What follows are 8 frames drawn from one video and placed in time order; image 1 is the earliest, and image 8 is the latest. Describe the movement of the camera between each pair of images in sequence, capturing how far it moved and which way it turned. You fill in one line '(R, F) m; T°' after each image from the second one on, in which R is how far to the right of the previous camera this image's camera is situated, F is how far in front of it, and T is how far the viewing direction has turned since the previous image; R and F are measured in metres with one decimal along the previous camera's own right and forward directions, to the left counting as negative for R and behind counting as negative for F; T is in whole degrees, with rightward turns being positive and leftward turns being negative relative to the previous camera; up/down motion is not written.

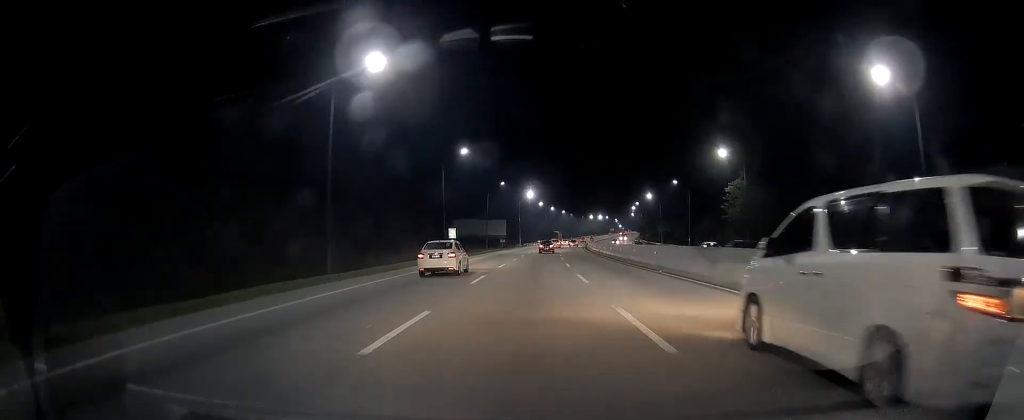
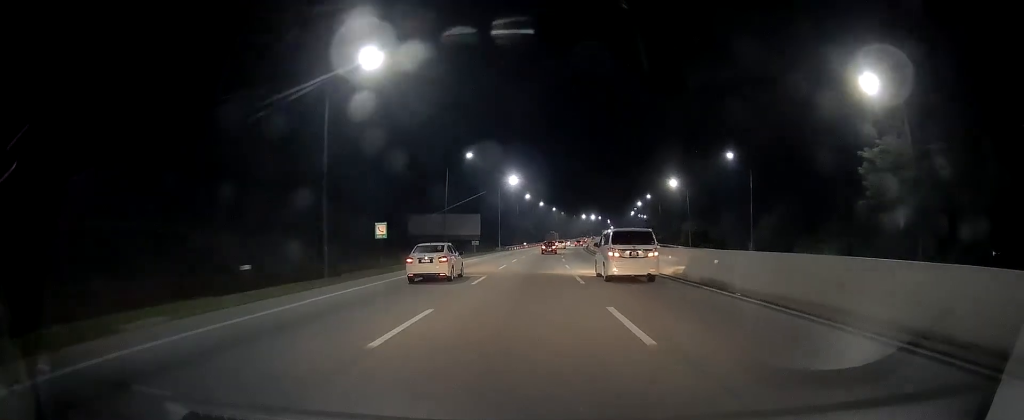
(+0.1, +35.3) m; +3°
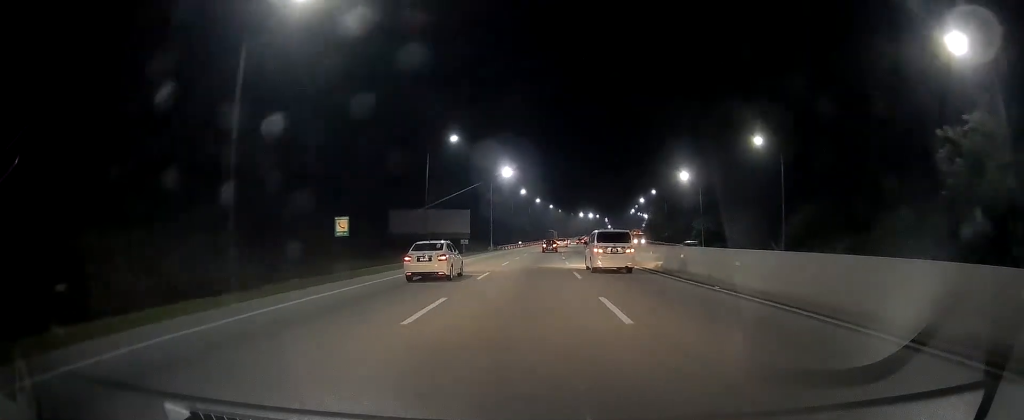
(+0.4, +10.1) m; +1°
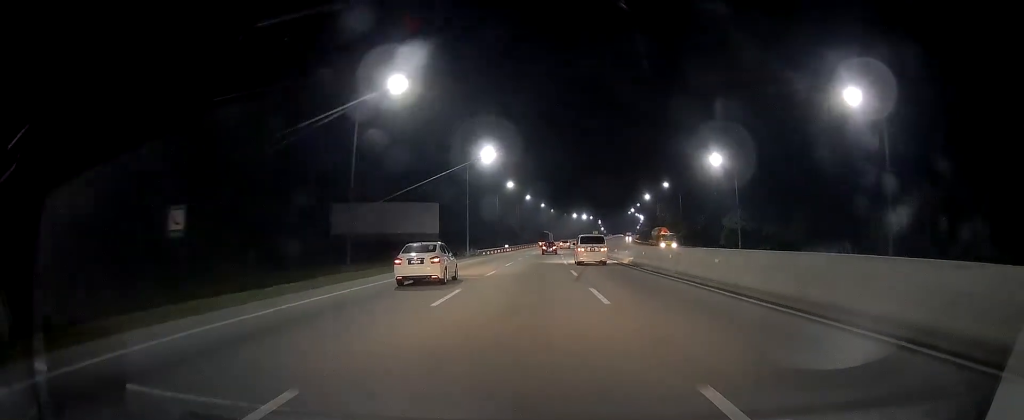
(+0.5, +21.0) m; +1°
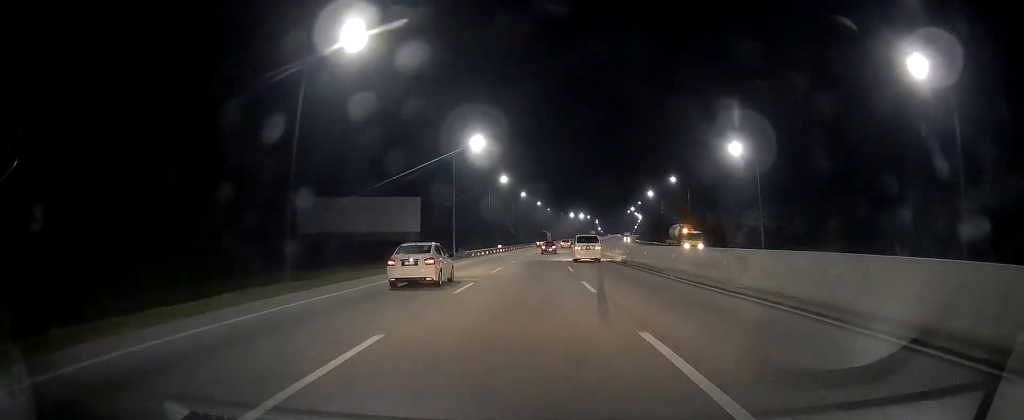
(0.0, +8.8) m; 0°
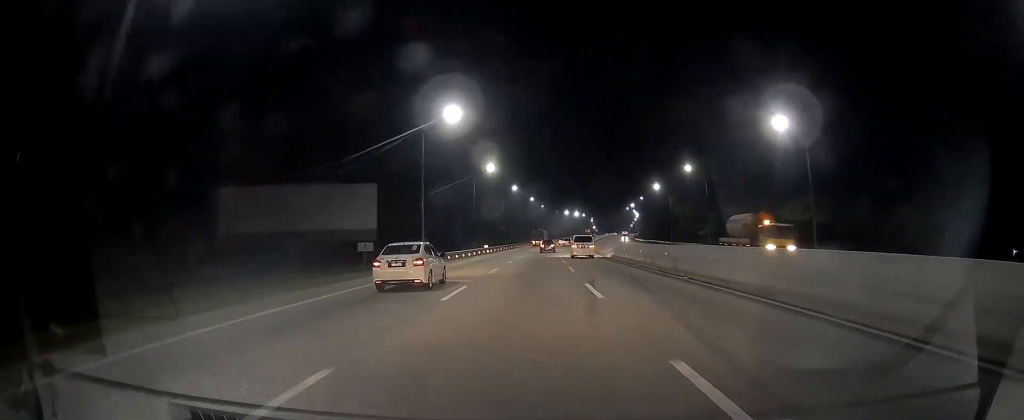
(0.0, +14.1) m; 0°
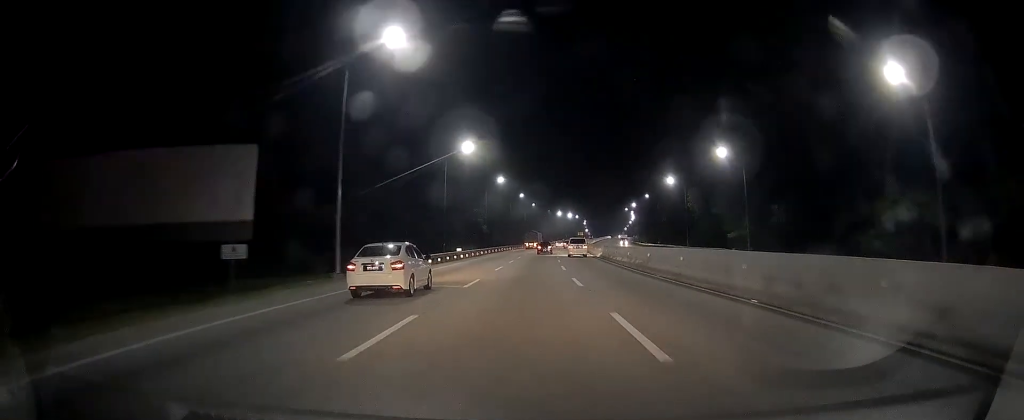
(0.0, +19.5) m; 0°
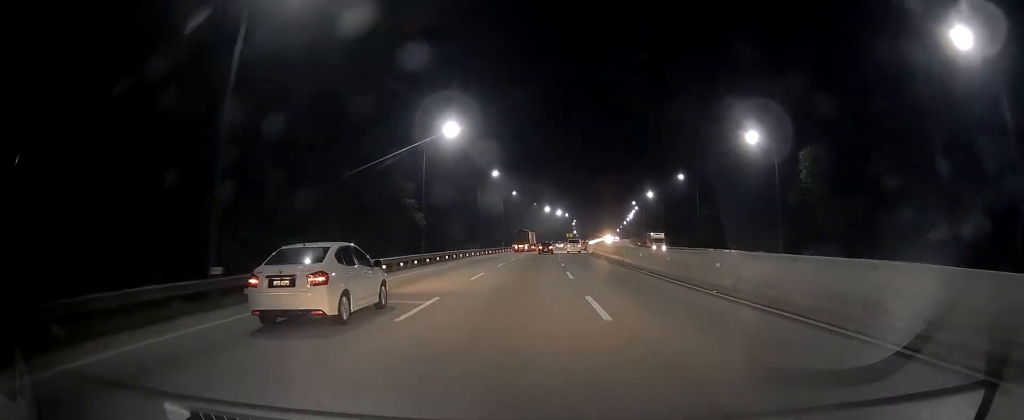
(0.0, +44.6) m; +2°
